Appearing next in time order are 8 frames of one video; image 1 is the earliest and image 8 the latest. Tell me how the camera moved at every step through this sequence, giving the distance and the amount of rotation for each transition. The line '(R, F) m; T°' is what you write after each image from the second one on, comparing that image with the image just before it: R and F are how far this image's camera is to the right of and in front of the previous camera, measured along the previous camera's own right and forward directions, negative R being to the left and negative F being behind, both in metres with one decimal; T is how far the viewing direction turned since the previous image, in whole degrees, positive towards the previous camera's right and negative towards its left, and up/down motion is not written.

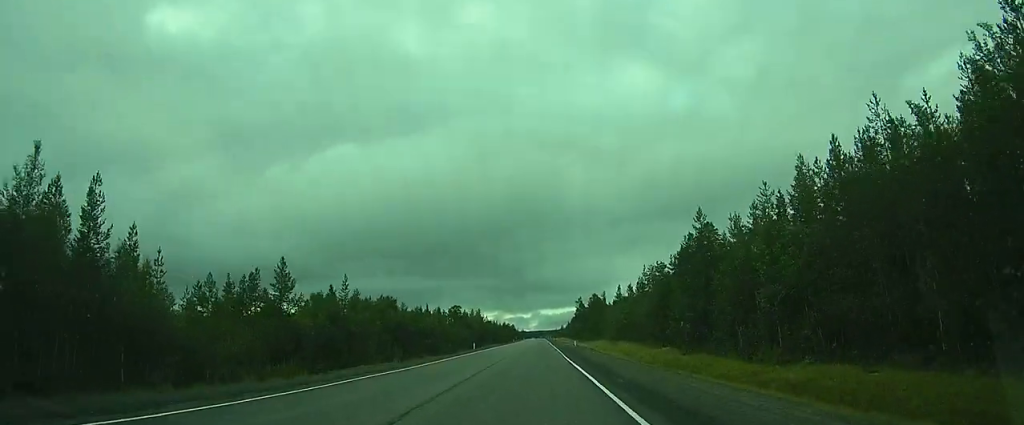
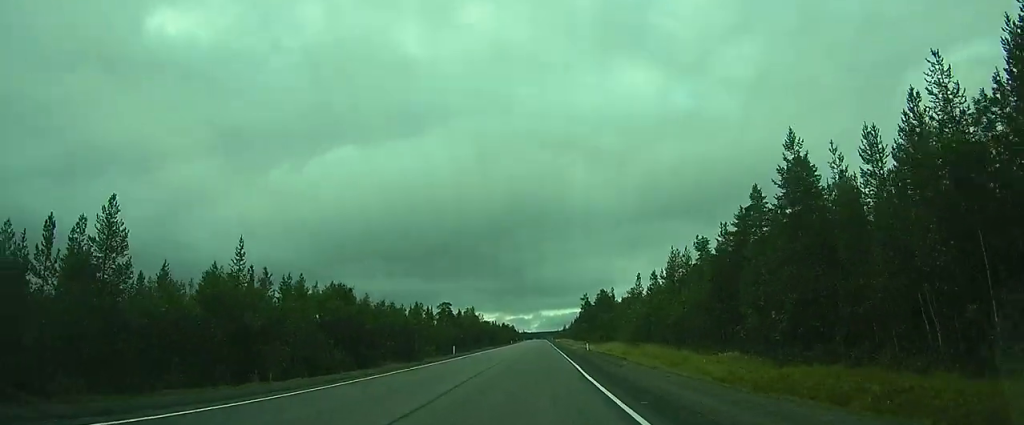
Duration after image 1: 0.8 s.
(0.0, +17.1) m; 0°
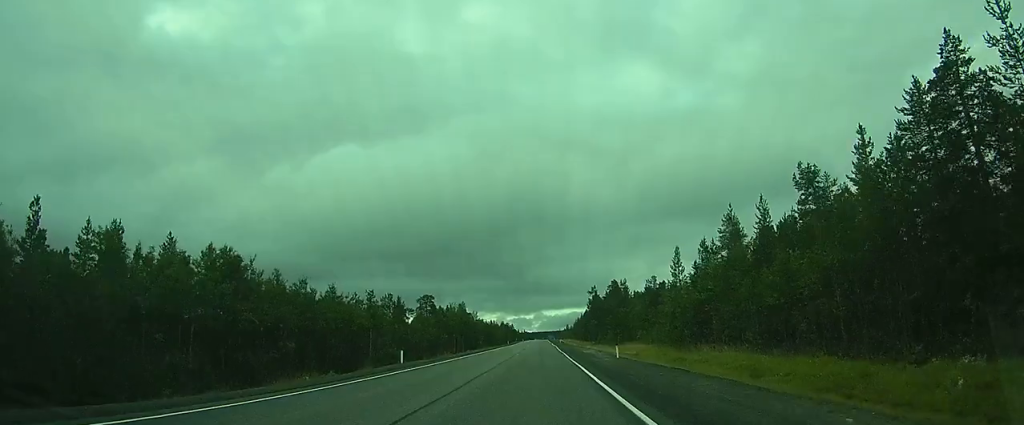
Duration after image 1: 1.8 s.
(0.0, +20.7) m; 0°
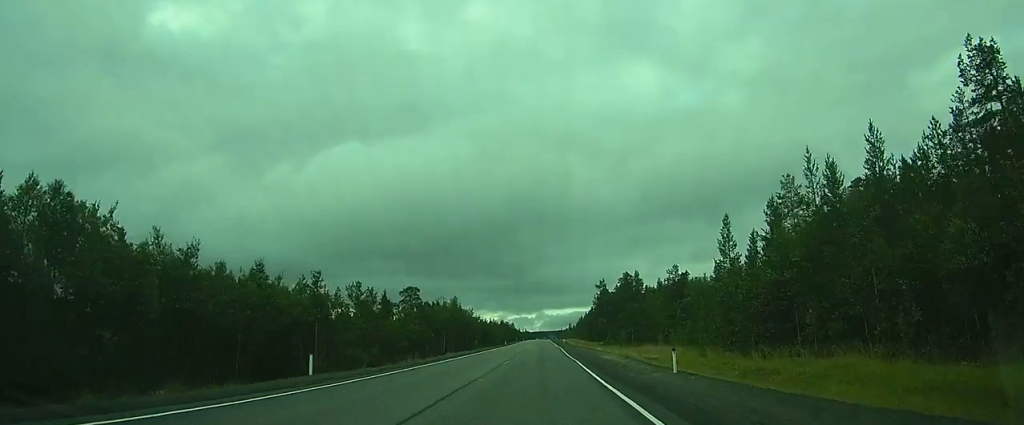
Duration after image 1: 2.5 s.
(+0.1, +13.9) m; 0°
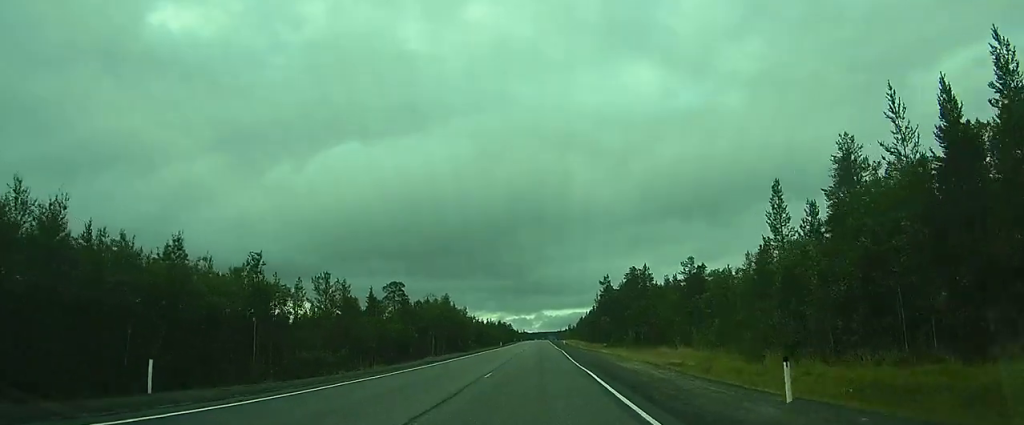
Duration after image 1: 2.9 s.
(0.0, +9.1) m; 0°
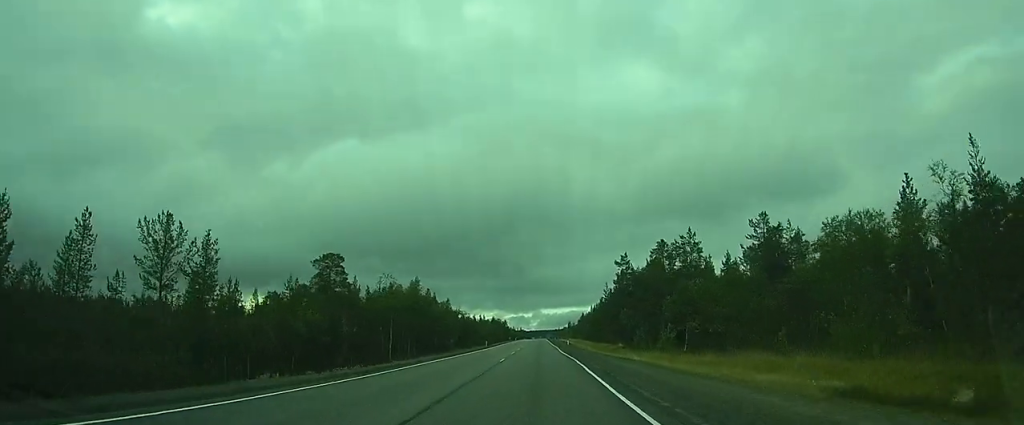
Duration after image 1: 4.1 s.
(0.0, +24.7) m; 0°
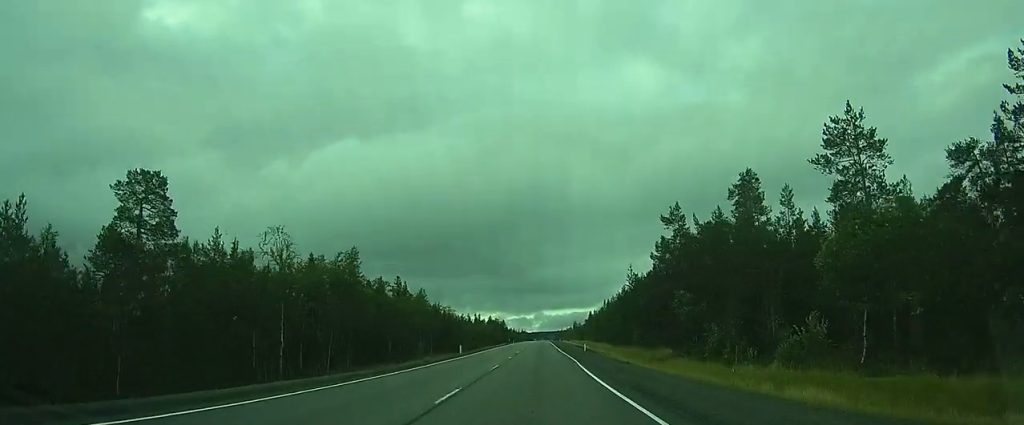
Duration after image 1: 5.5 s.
(+0.1, +29.9) m; 0°
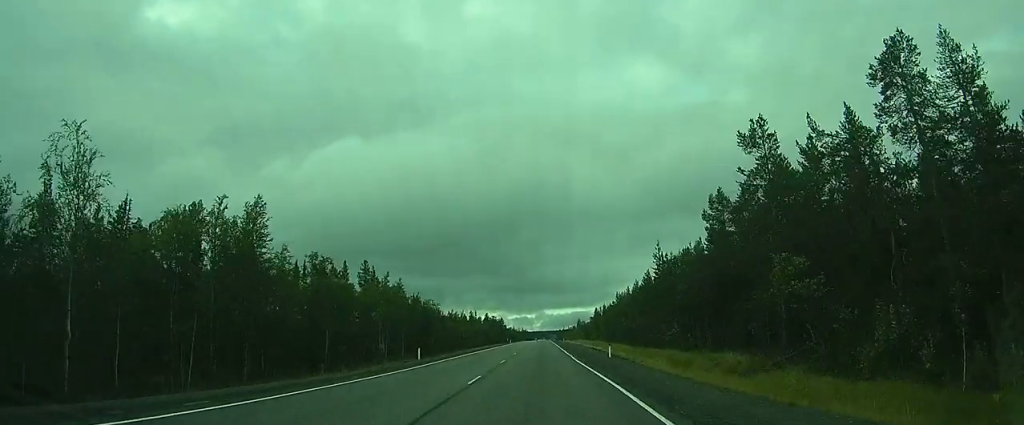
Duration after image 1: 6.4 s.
(-0.1, +20.0) m; 0°
